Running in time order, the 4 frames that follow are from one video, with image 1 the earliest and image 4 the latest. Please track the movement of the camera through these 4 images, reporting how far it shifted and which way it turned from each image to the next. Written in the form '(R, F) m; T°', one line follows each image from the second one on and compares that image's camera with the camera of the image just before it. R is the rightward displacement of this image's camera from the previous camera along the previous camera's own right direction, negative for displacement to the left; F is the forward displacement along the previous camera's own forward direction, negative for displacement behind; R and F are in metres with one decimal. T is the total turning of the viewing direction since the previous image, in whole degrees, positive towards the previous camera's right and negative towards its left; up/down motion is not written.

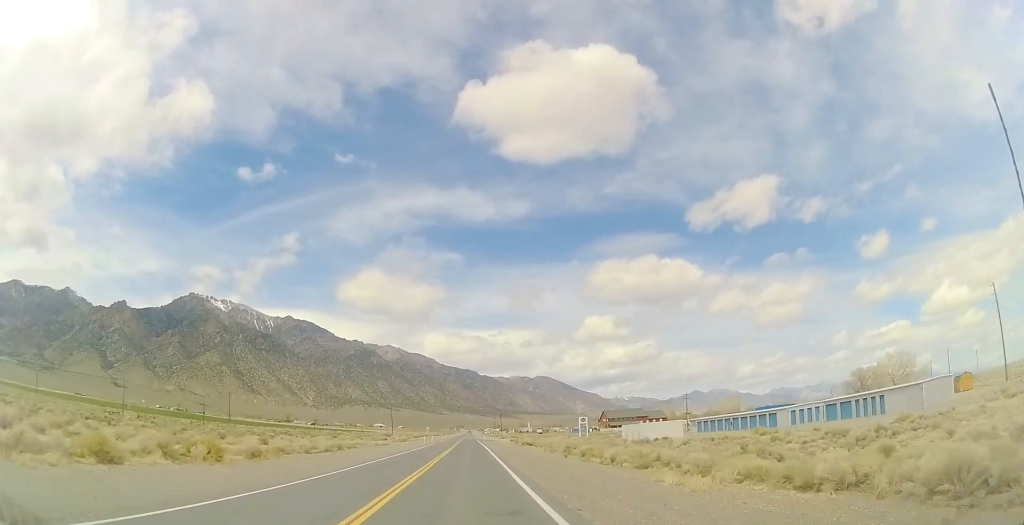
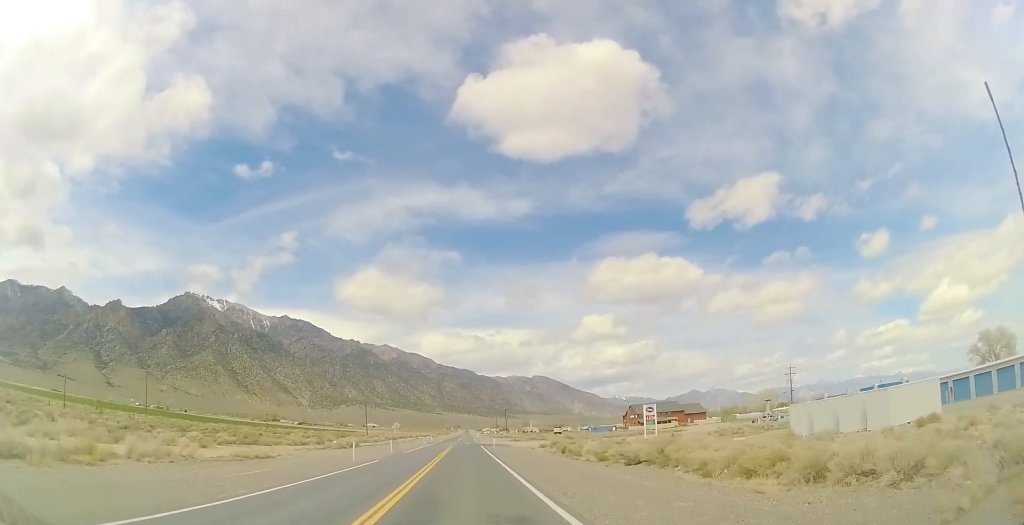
(+0.8, +48.9) m; +2°
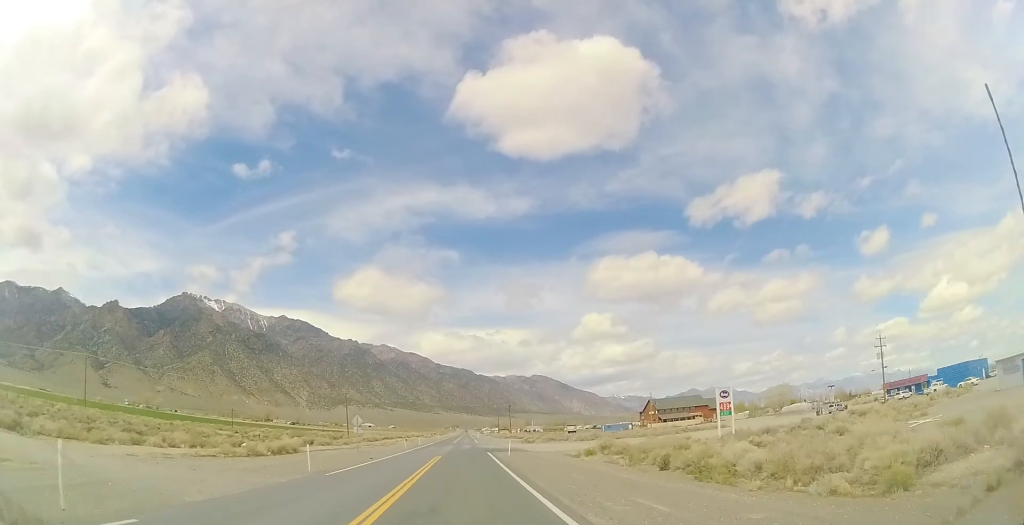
(-0.4, +24.6) m; -1°
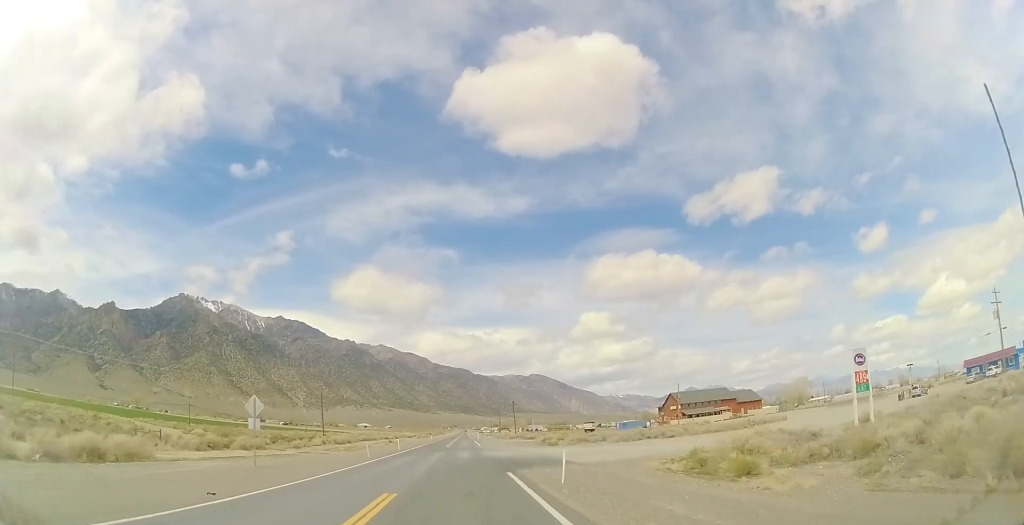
(+0.3, +22.6) m; +2°
